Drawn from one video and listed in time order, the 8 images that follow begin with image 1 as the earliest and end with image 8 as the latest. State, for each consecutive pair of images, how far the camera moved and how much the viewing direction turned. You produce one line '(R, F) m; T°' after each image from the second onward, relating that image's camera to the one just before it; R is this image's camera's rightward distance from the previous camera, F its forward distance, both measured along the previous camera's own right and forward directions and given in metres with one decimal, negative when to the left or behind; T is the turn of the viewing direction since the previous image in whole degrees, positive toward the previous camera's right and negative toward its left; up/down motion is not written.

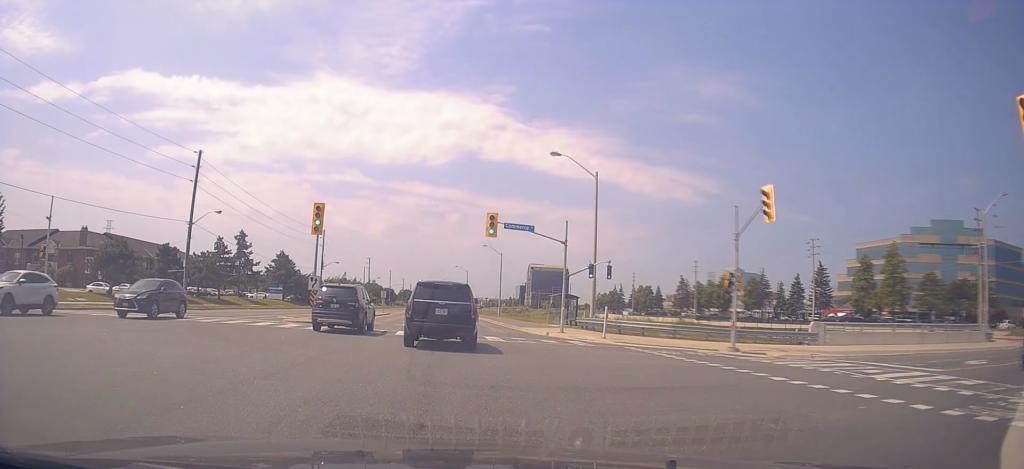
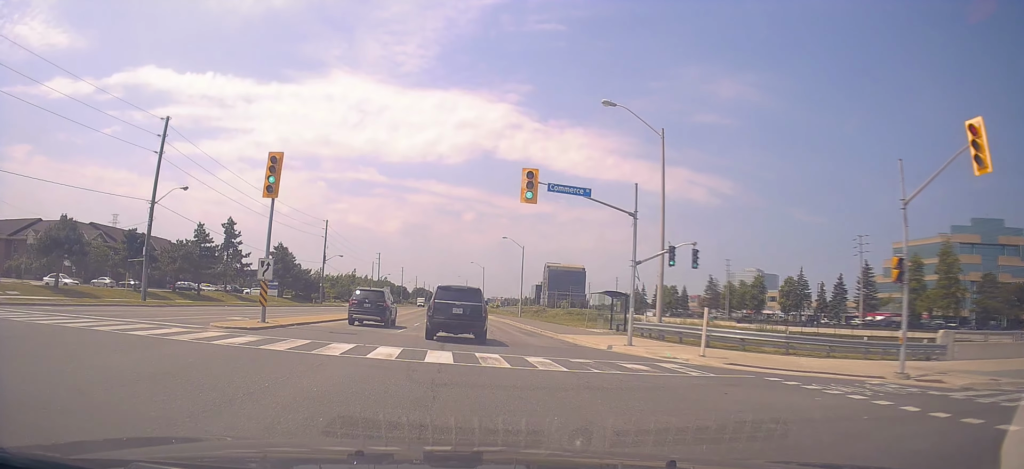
(+0.5, +9.5) m; 0°
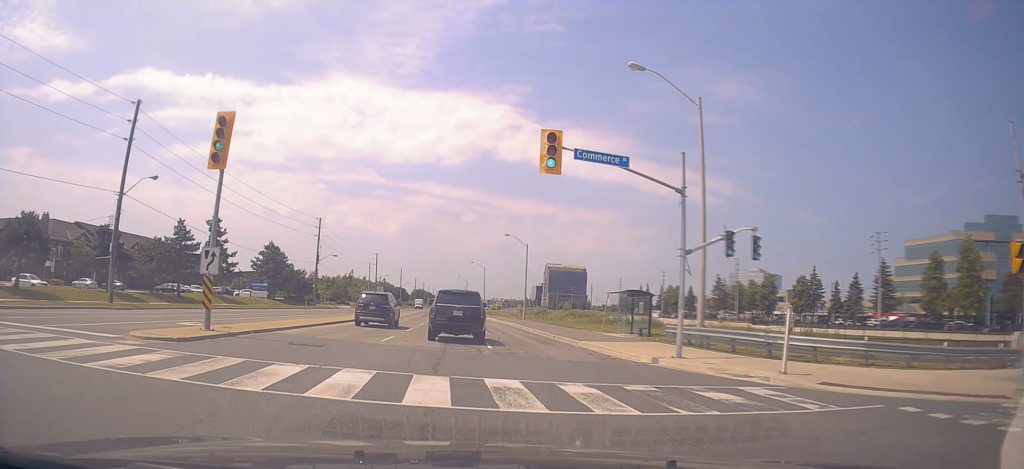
(-0.1, +4.9) m; -2°
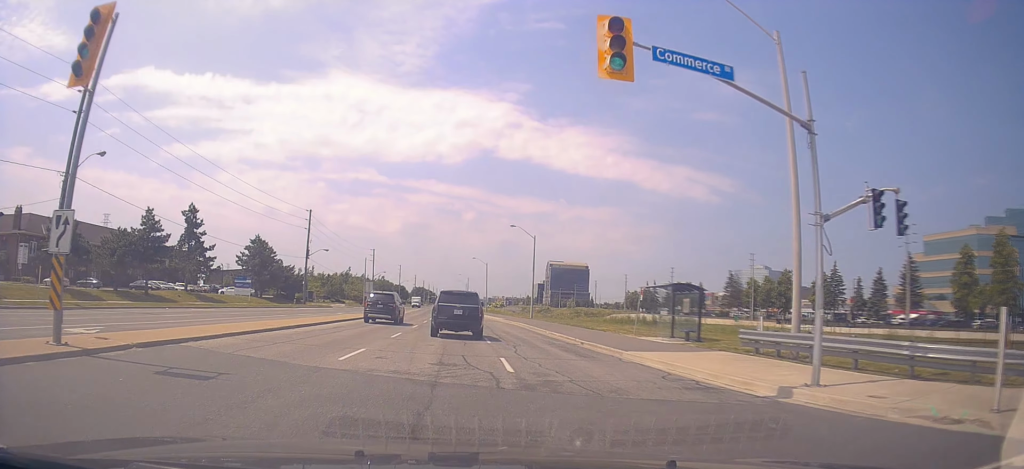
(-0.3, +6.6) m; 0°
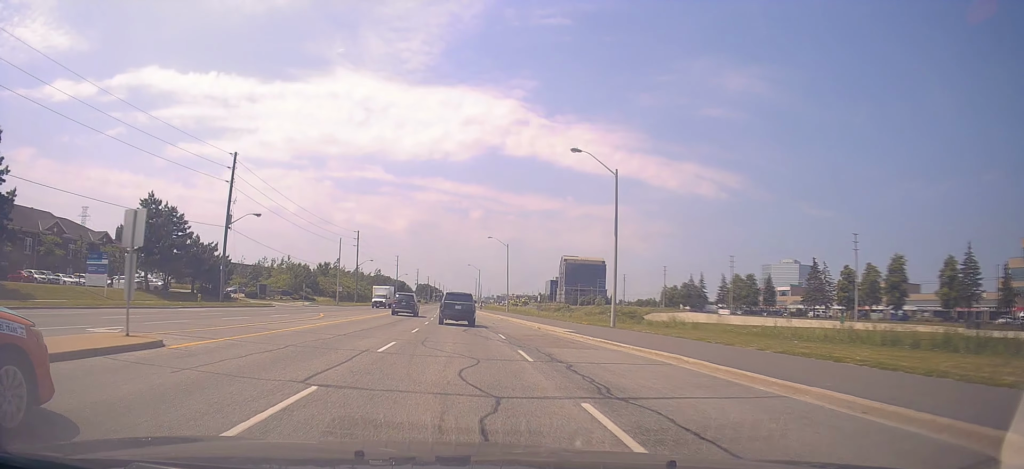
(-0.4, +33.7) m; 0°
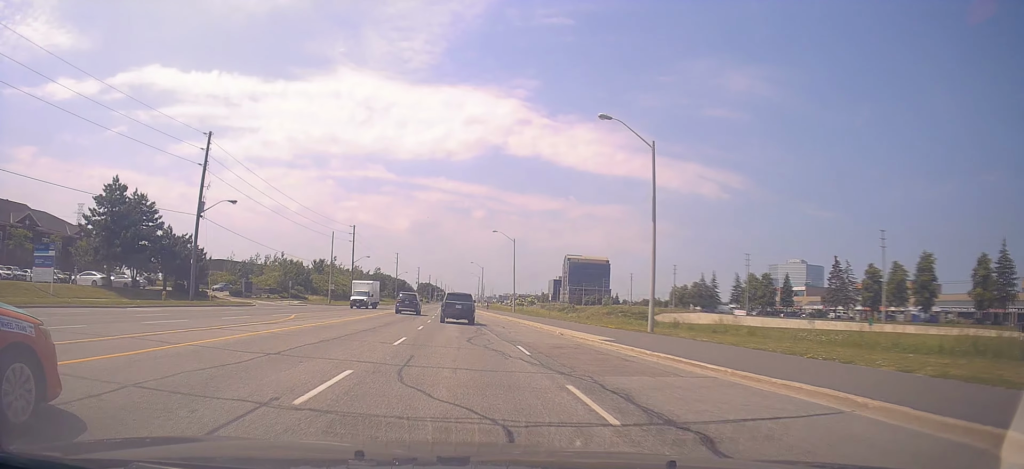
(+0.2, +7.1) m; -1°
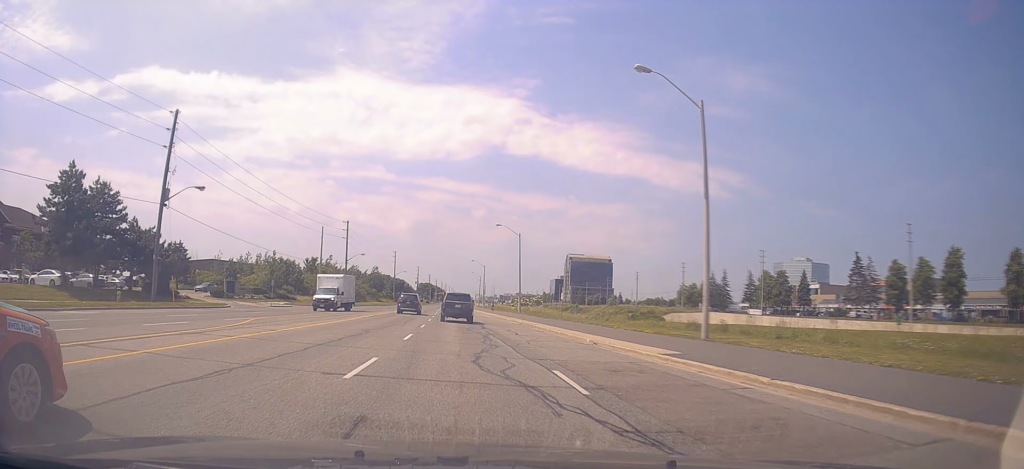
(0.0, +6.6) m; -1°
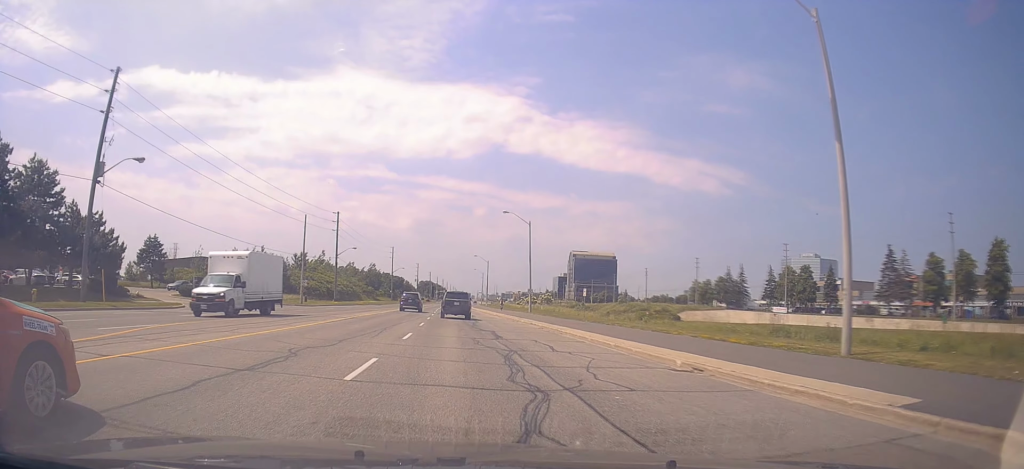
(-0.5, +9.2) m; 0°
